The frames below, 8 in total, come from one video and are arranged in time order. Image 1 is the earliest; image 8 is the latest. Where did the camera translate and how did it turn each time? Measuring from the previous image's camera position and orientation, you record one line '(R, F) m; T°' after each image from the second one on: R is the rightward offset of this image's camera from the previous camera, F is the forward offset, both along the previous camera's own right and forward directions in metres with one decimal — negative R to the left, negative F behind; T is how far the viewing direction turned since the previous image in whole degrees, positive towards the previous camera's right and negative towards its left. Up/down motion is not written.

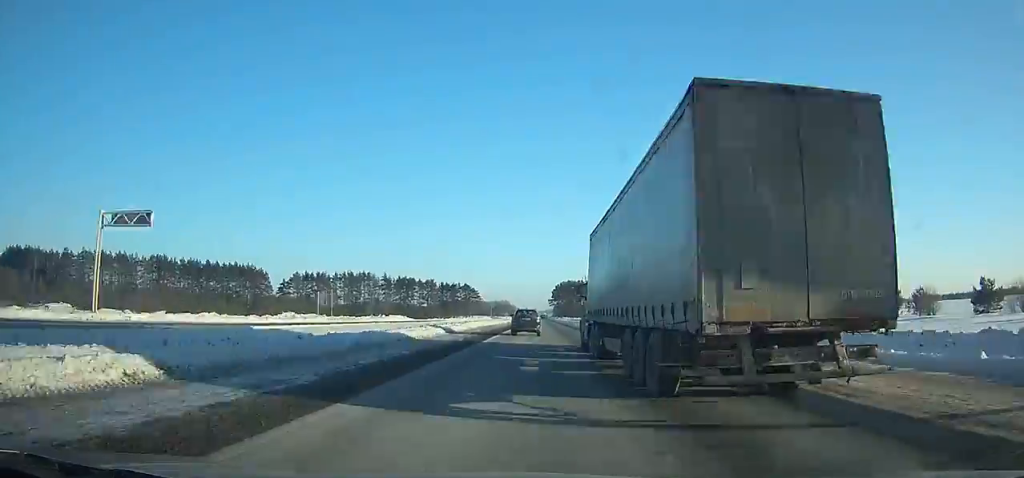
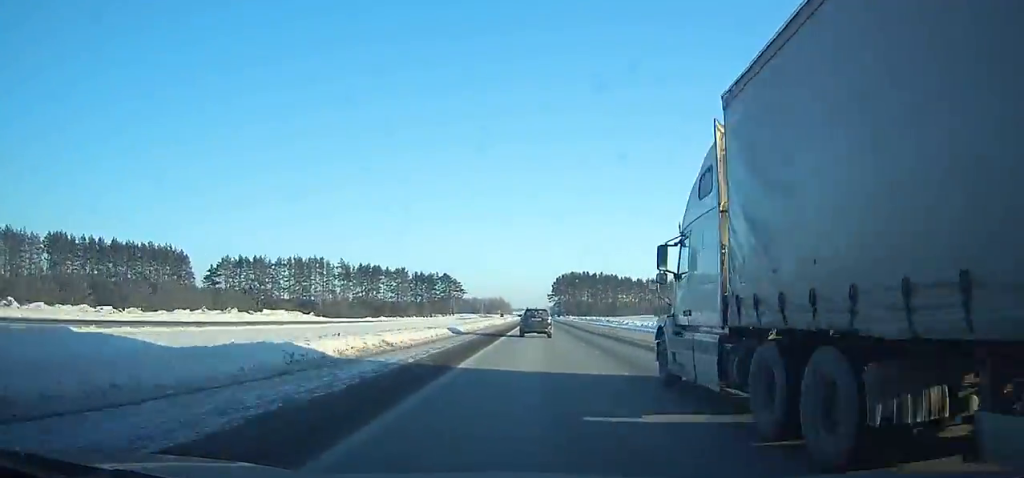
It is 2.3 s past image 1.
(+0.2, +57.9) m; 0°
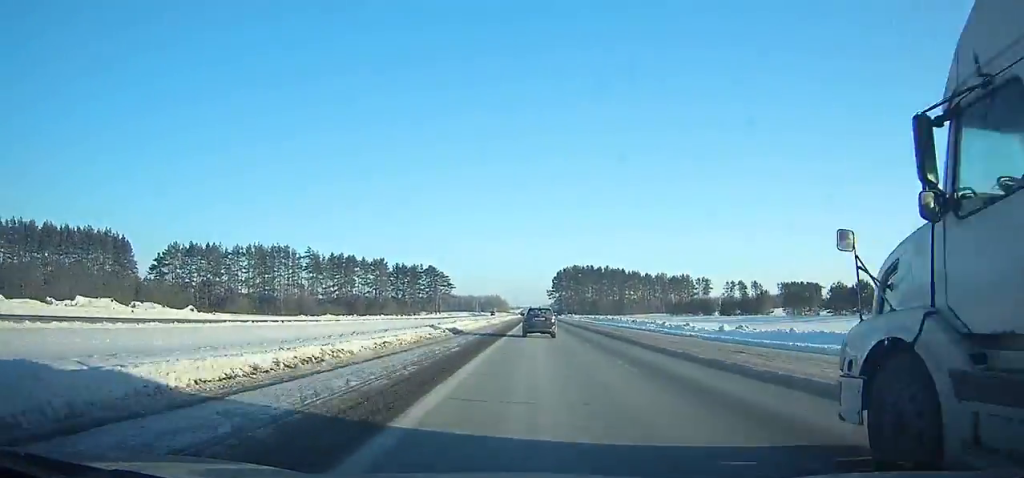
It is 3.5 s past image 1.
(-1.1, +30.6) m; -1°
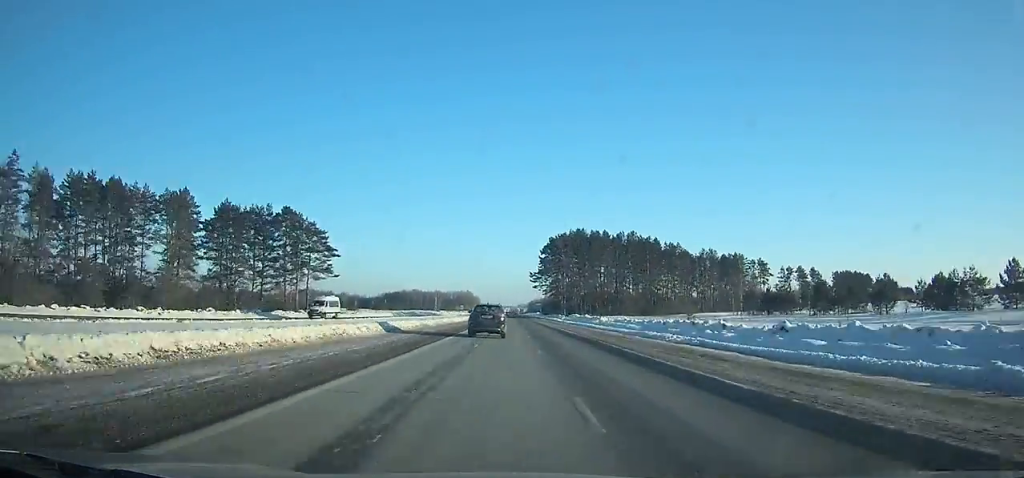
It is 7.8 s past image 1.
(+0.7, +111.2) m; -1°
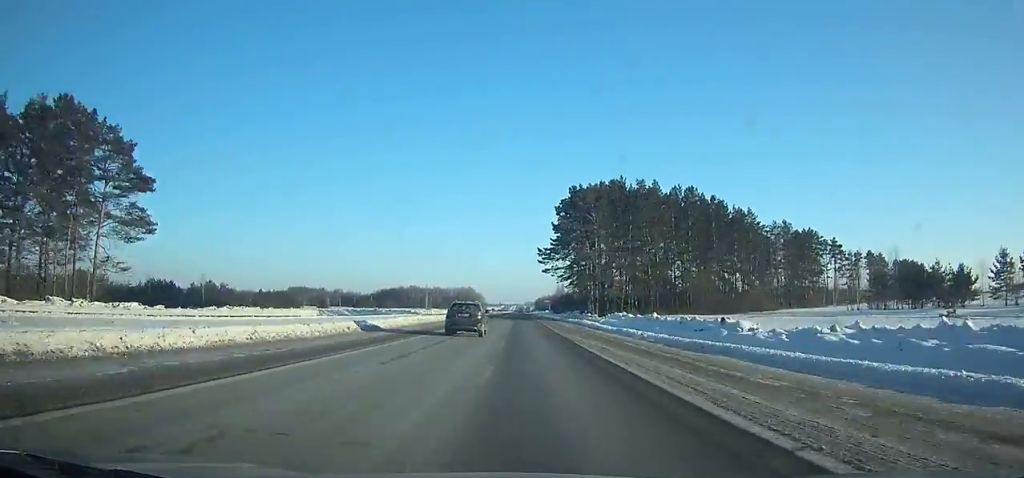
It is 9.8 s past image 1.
(+1.9, +52.0) m; -3°
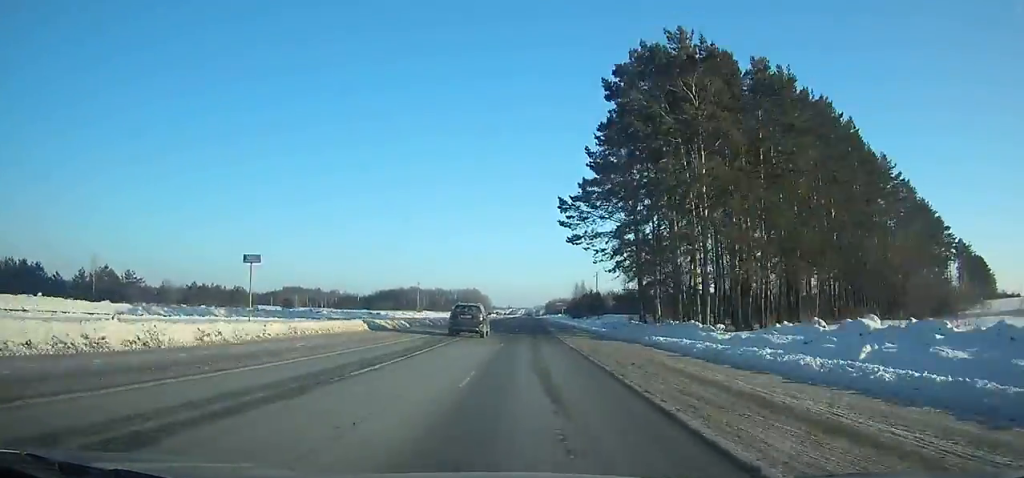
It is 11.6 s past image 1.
(-4.3, +46.4) m; +2°
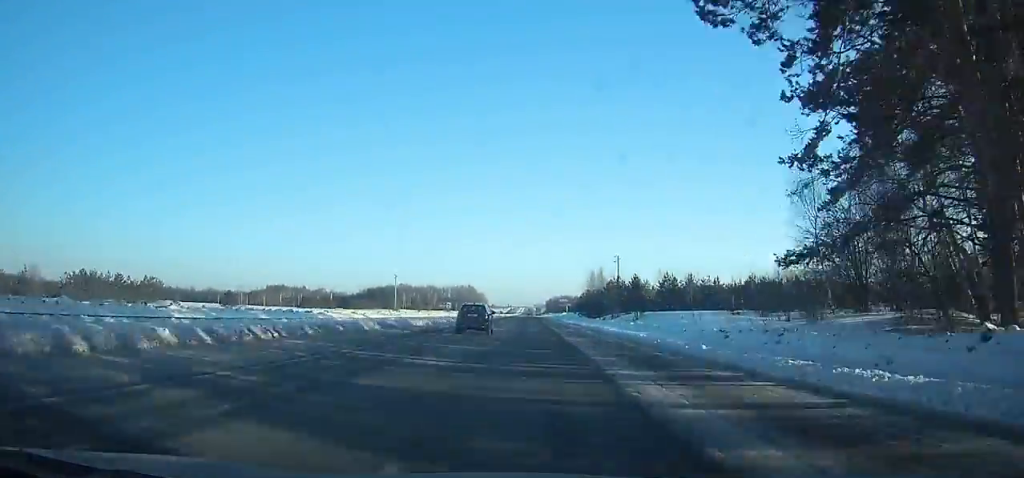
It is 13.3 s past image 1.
(-2.2, +44.0) m; +2°
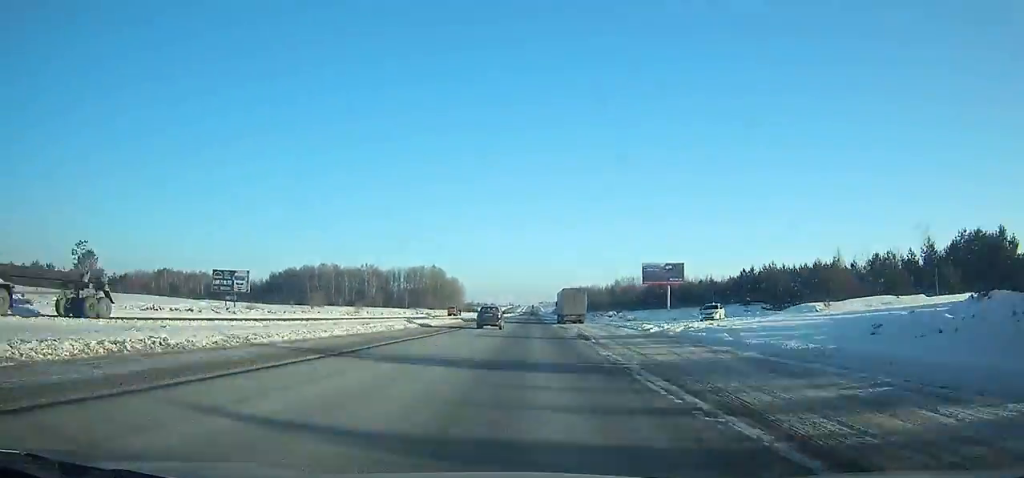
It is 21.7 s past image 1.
(+8.3, +221.7) m; -1°
